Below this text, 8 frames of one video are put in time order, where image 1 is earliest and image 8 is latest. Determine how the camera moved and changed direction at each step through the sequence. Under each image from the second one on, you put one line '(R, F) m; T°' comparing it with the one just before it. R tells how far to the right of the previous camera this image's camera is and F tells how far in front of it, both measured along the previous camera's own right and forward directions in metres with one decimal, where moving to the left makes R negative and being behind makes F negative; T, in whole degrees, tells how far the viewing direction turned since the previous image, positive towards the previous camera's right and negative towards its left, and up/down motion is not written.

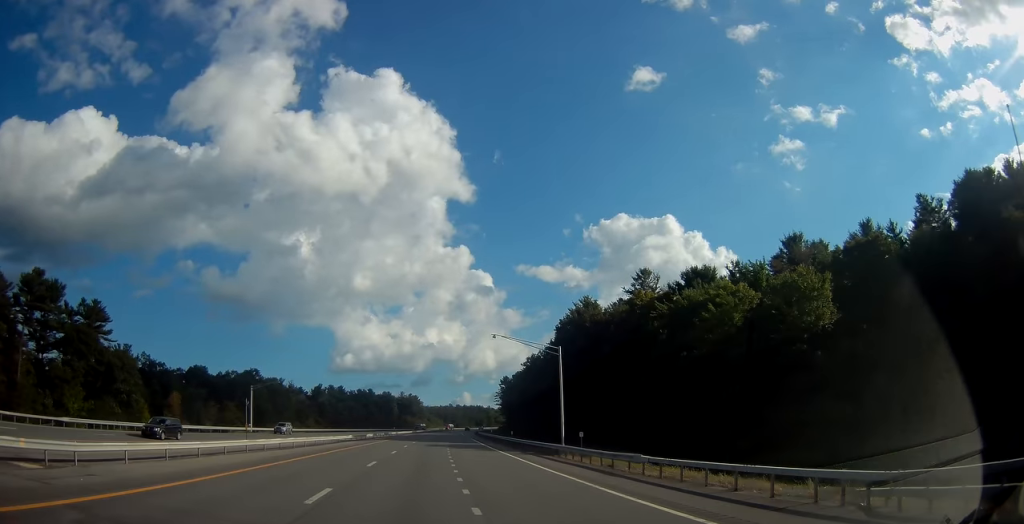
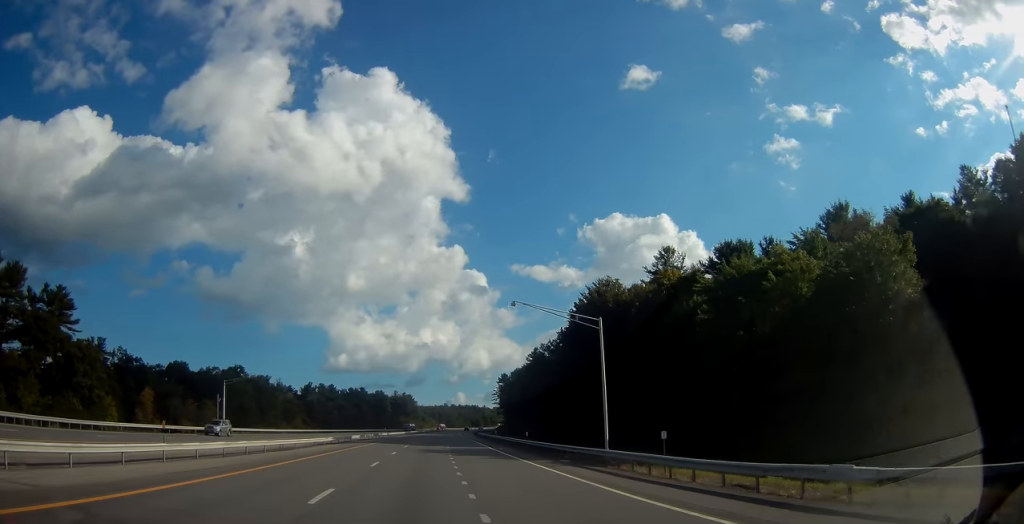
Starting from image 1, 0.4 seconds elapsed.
(0.0, +12.0) m; 0°
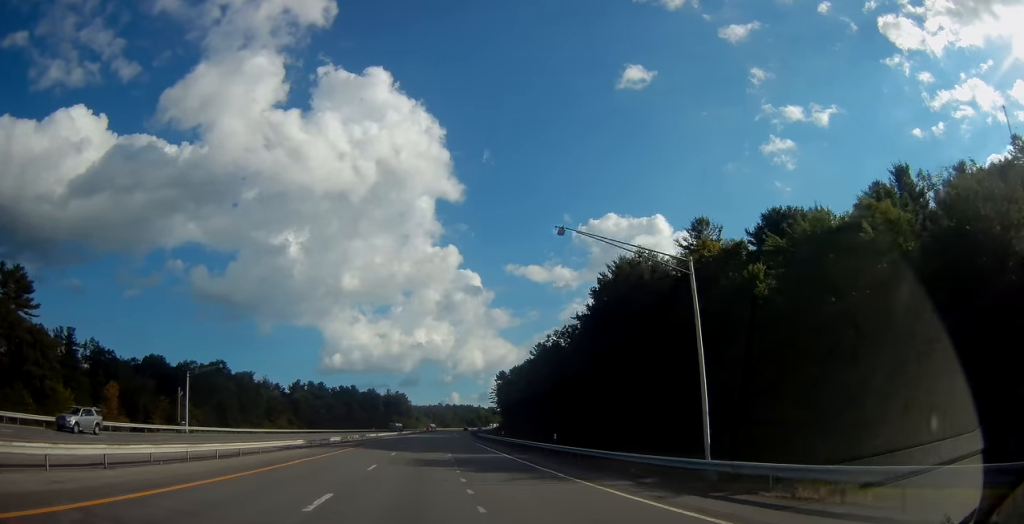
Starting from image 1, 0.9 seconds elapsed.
(+0.1, +13.0) m; +1°
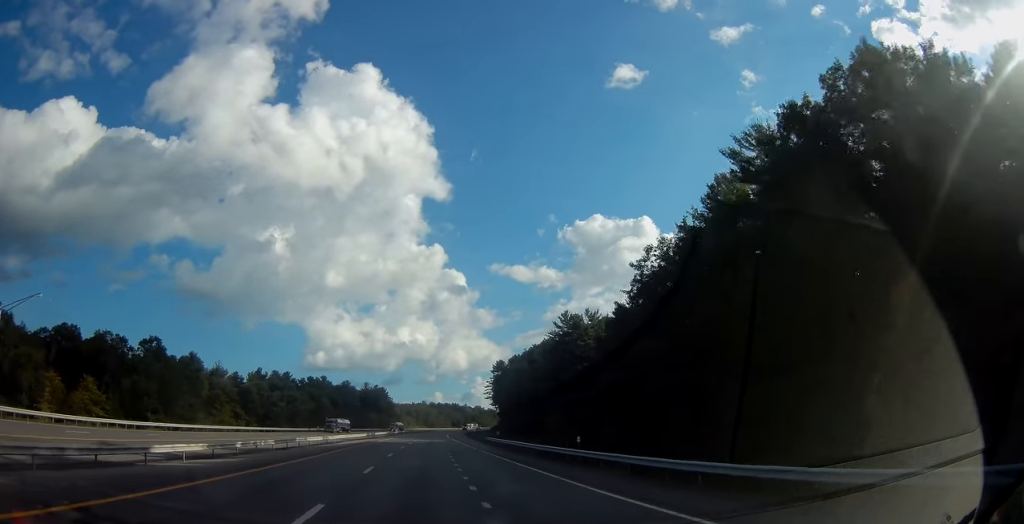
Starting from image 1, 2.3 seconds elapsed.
(+0.4, +39.1) m; +1°
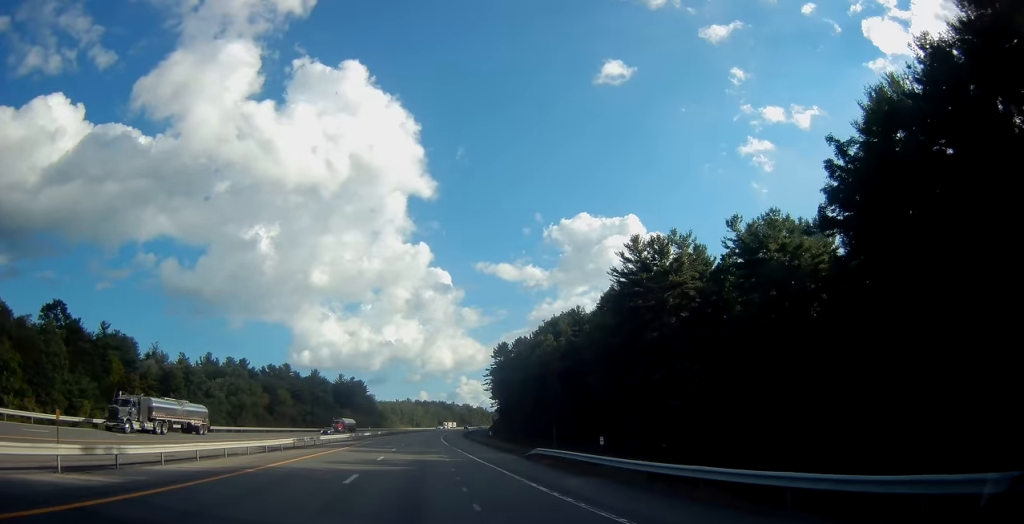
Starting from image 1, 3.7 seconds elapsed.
(+1.0, +40.4) m; +2°
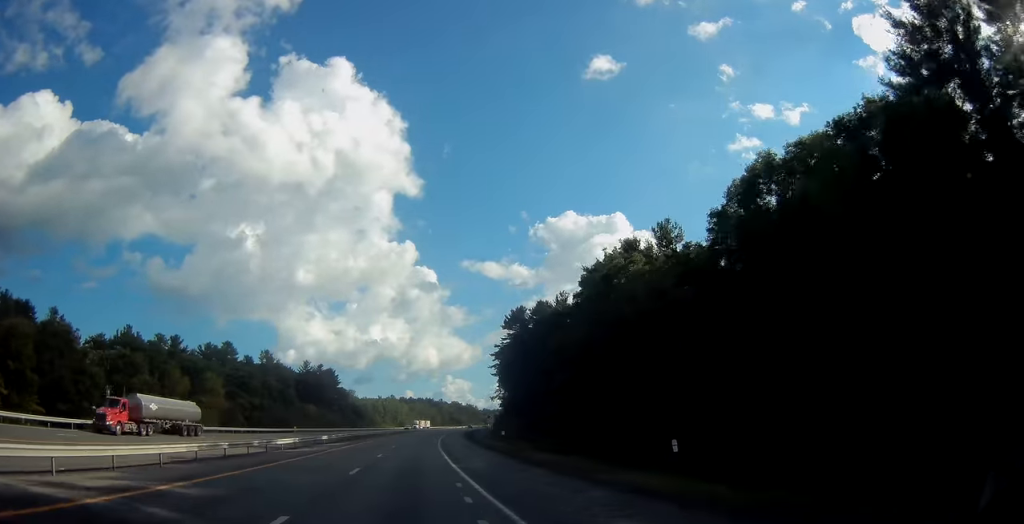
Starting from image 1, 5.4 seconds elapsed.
(+0.3, +46.4) m; 0°
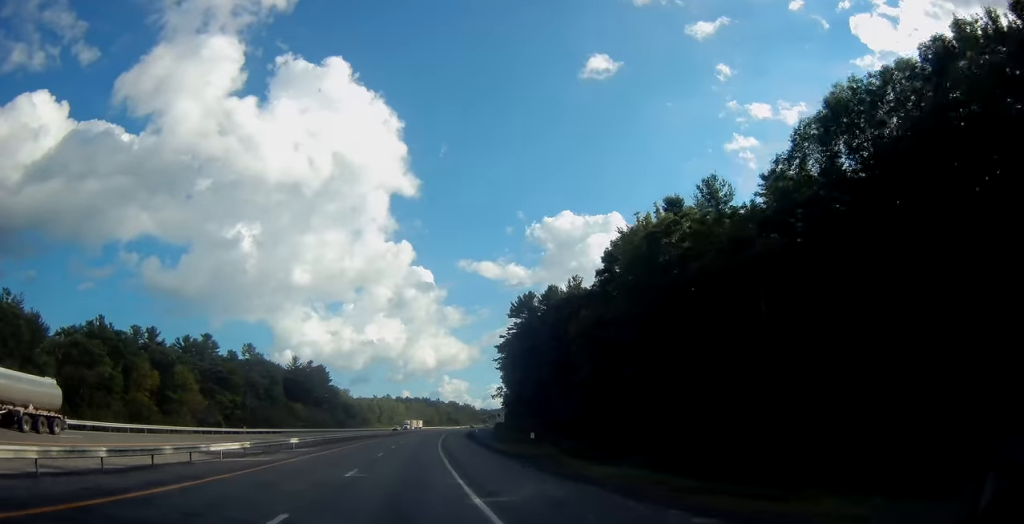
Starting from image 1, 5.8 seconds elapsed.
(+0.1, +12.3) m; +1°
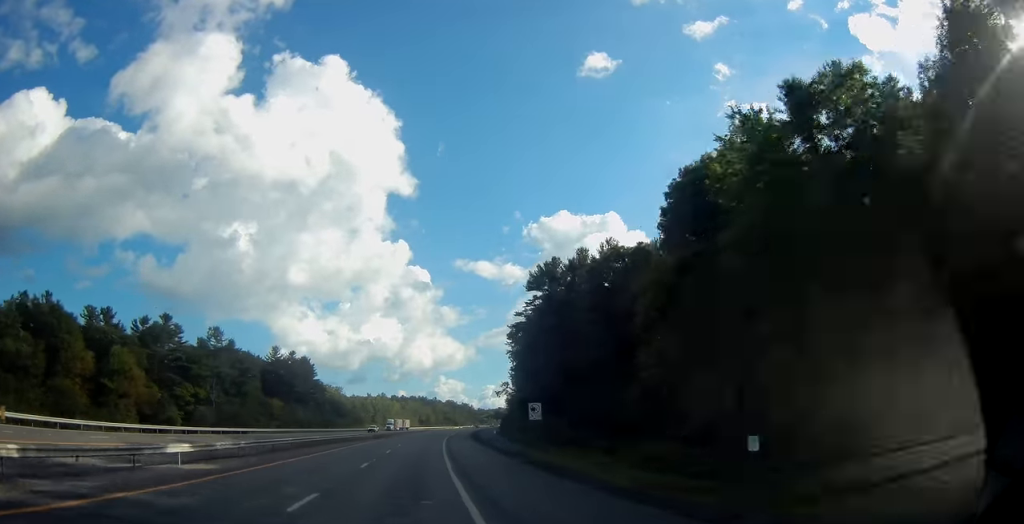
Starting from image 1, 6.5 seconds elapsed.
(+0.1, +20.8) m; +1°
